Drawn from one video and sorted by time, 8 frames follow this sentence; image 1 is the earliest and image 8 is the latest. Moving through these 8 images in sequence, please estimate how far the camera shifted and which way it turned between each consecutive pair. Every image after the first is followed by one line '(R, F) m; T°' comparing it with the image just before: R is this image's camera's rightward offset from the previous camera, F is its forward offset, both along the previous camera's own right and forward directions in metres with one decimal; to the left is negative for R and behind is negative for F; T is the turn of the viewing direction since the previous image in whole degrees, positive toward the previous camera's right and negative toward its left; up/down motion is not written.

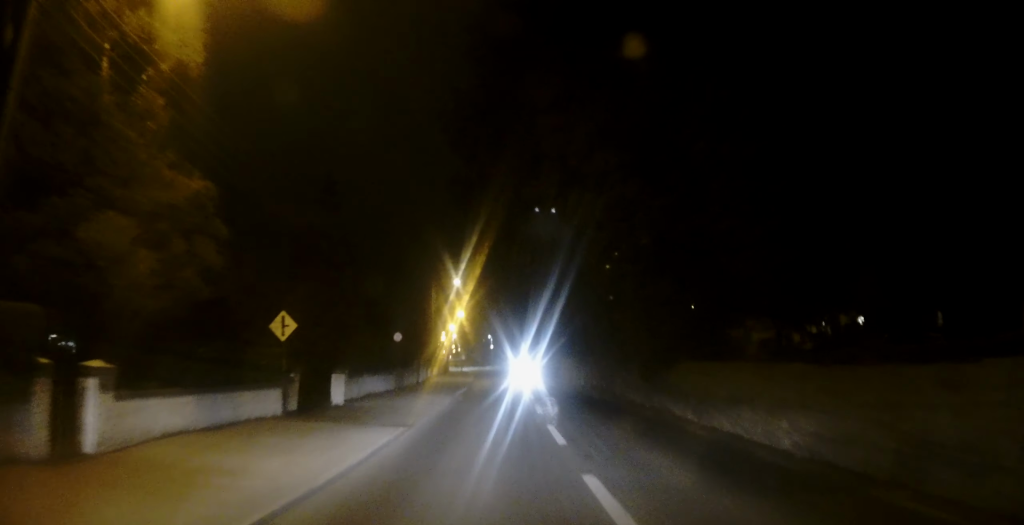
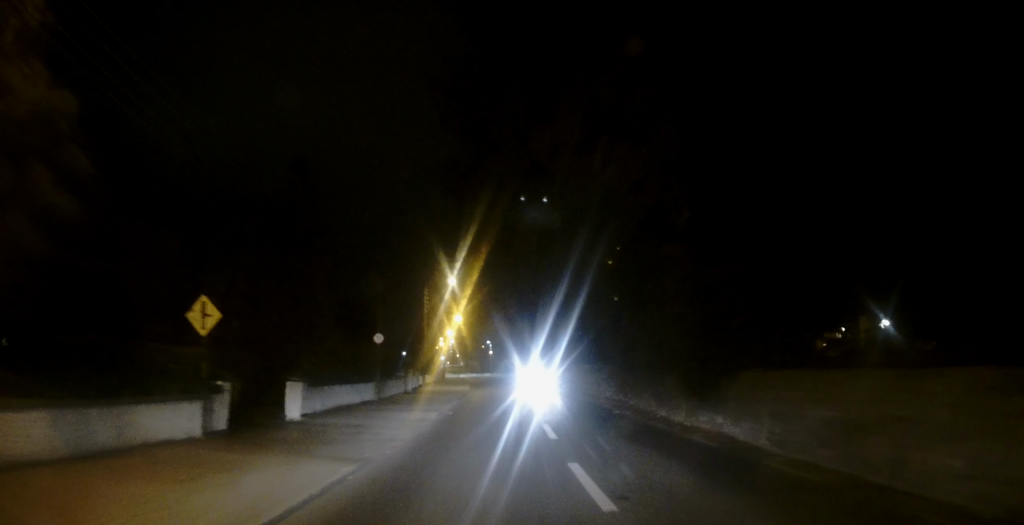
(0.0, +4.5) m; 0°
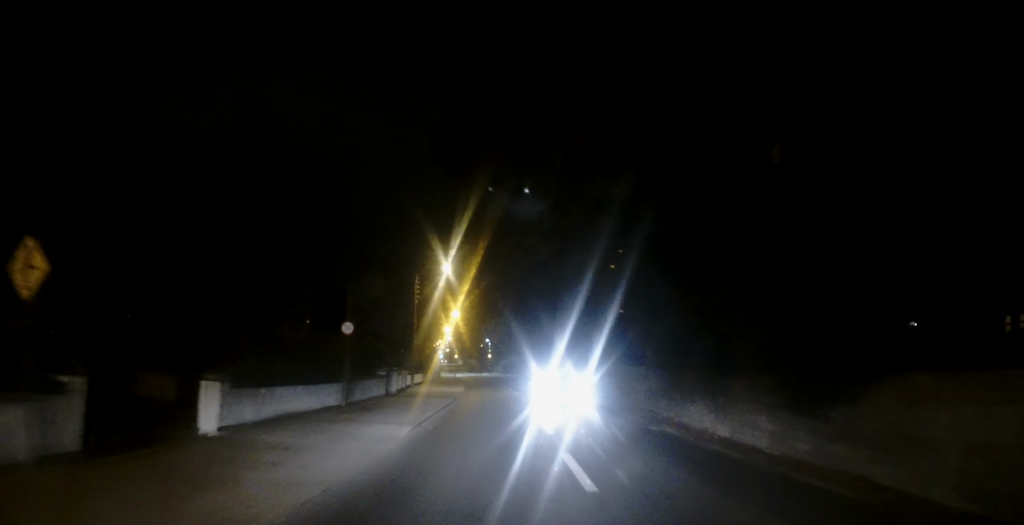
(0.0, +4.9) m; -1°
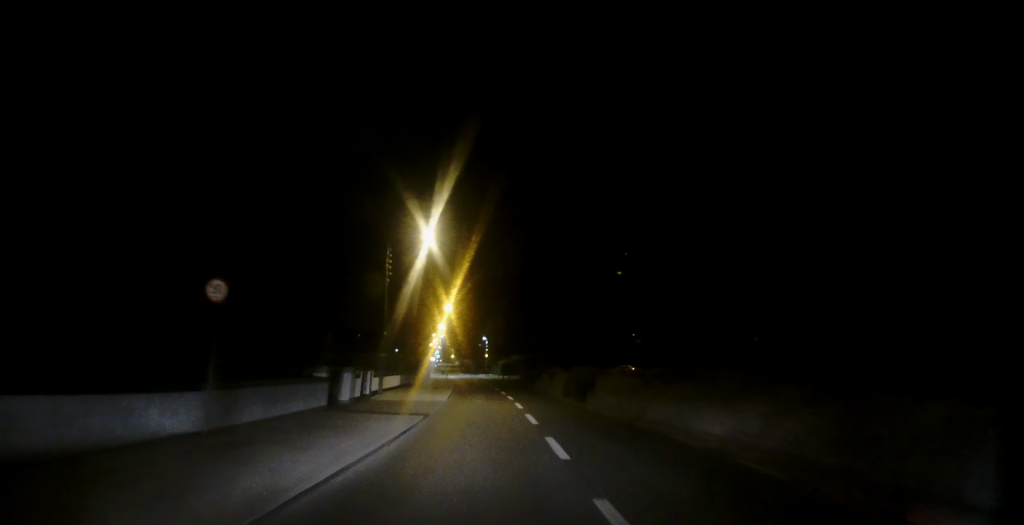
(-0.1, +8.7) m; +1°
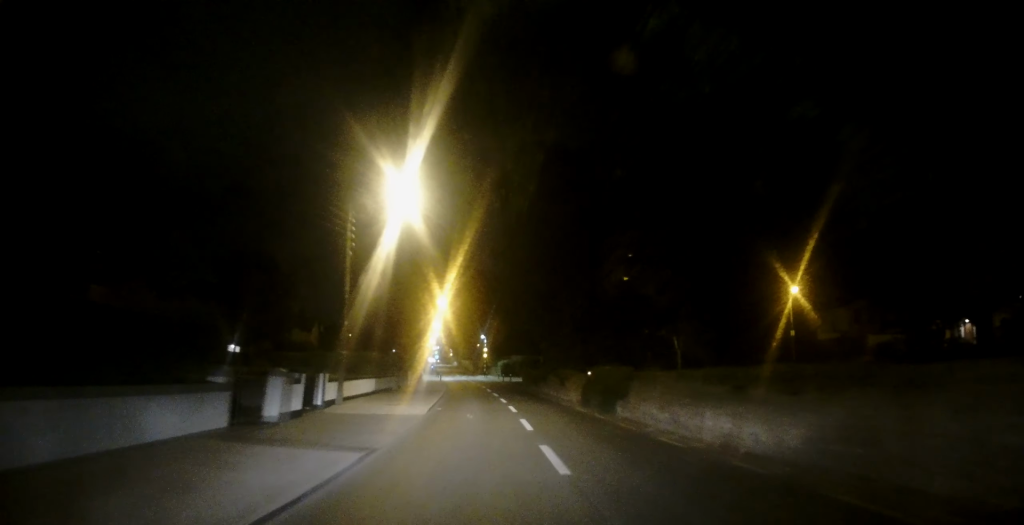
(+0.1, +6.8) m; +1°
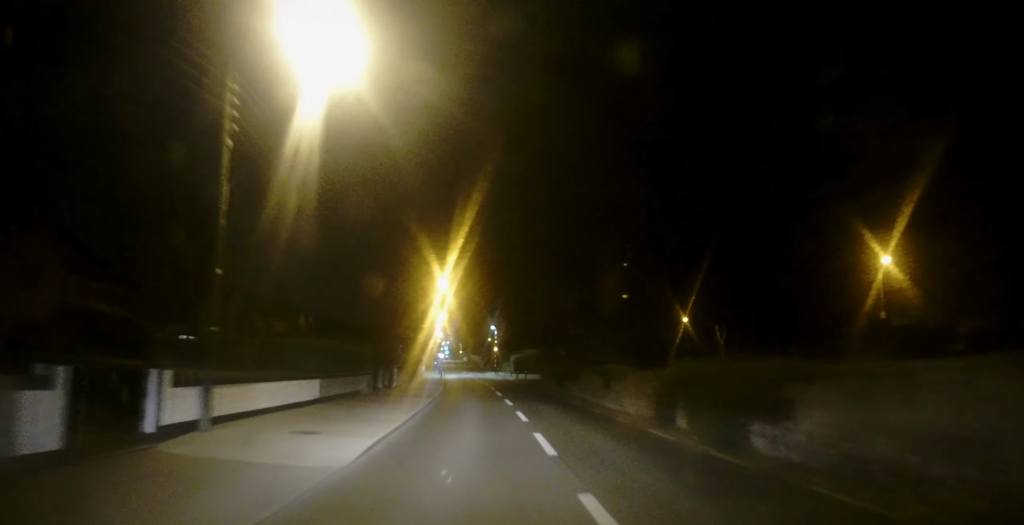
(+0.3, +10.8) m; 0°
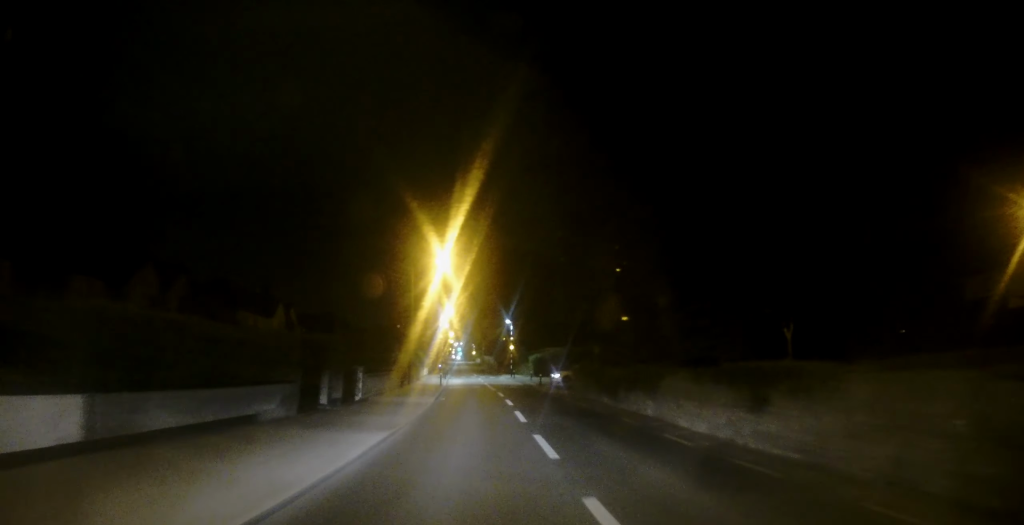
(-0.3, +12.7) m; -3°
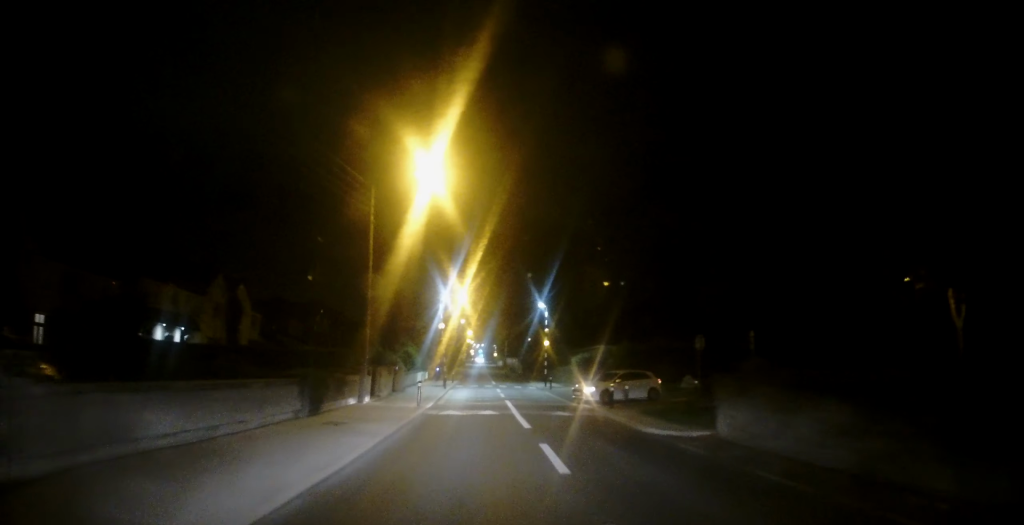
(-0.5, +20.4) m; -1°
